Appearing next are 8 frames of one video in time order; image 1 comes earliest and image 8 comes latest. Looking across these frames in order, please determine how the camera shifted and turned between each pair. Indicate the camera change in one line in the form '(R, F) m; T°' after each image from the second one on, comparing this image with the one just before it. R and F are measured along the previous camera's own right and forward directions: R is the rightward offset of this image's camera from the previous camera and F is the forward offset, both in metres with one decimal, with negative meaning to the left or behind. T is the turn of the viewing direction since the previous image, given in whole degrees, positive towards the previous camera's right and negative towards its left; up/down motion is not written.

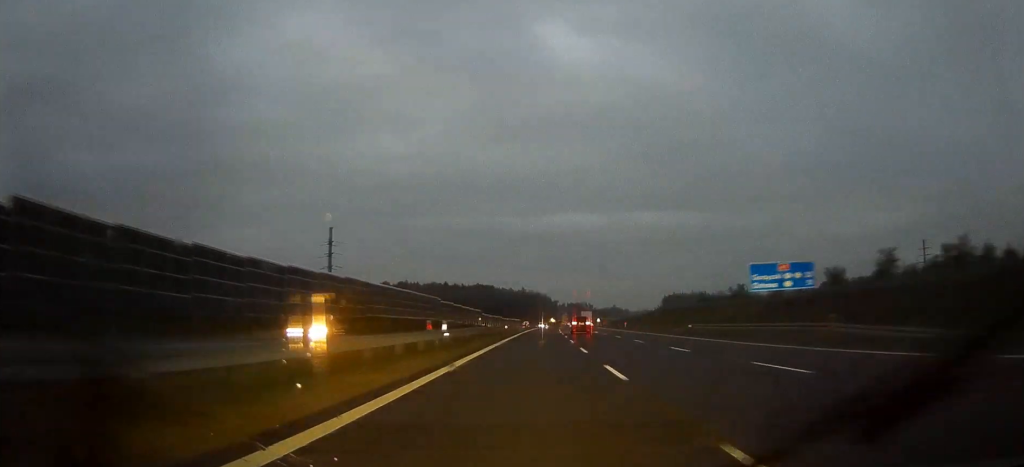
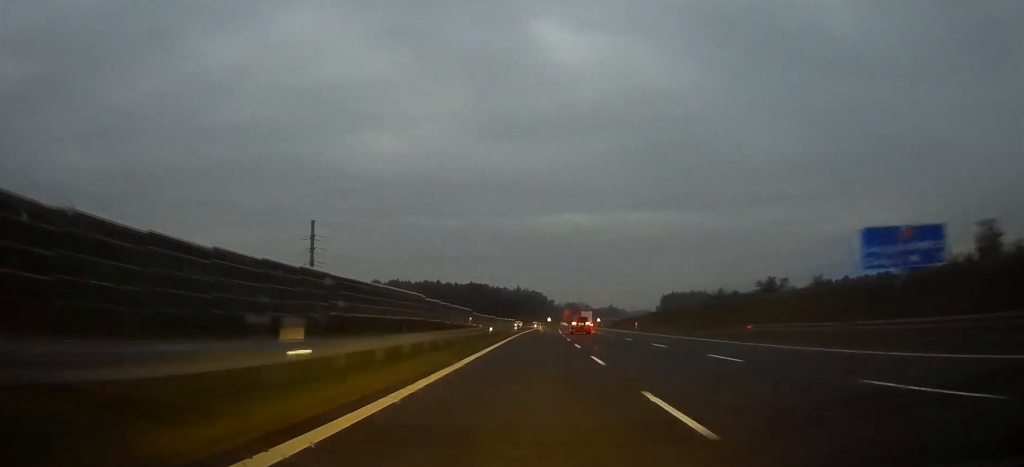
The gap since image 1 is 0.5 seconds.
(+0.1, +18.9) m; 0°
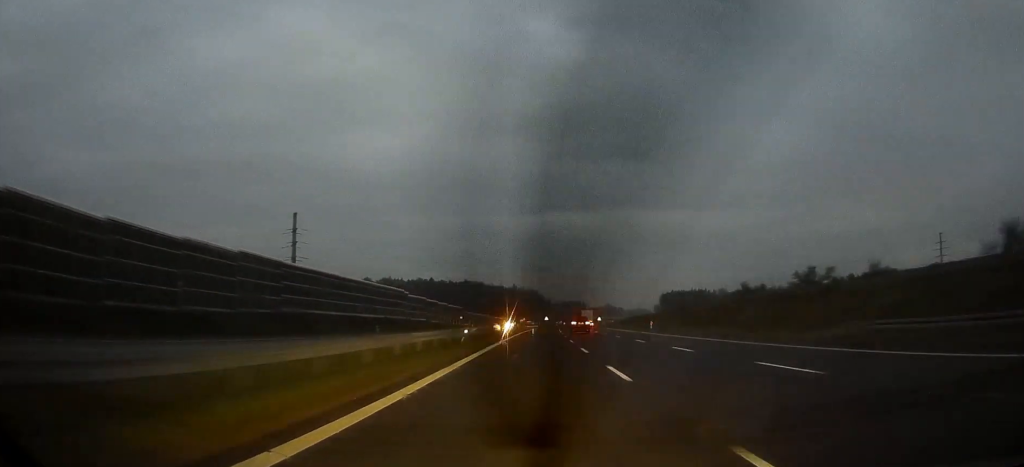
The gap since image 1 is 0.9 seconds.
(0.0, +17.6) m; 0°
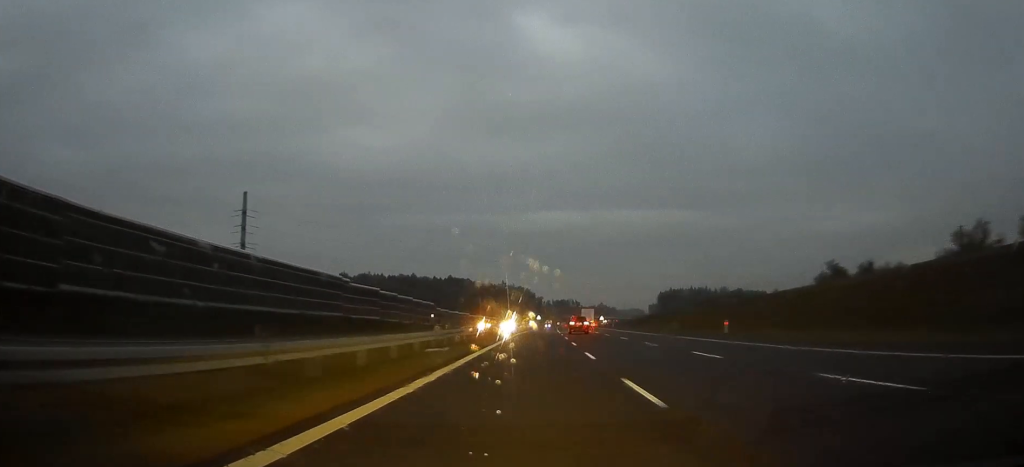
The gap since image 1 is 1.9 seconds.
(0.0, +40.5) m; 0°
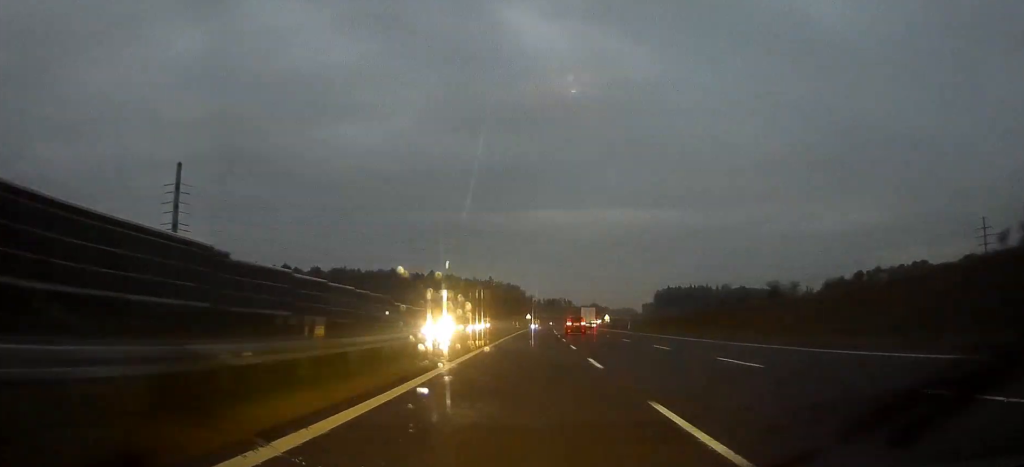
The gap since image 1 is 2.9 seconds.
(+0.1, +40.5) m; +1°
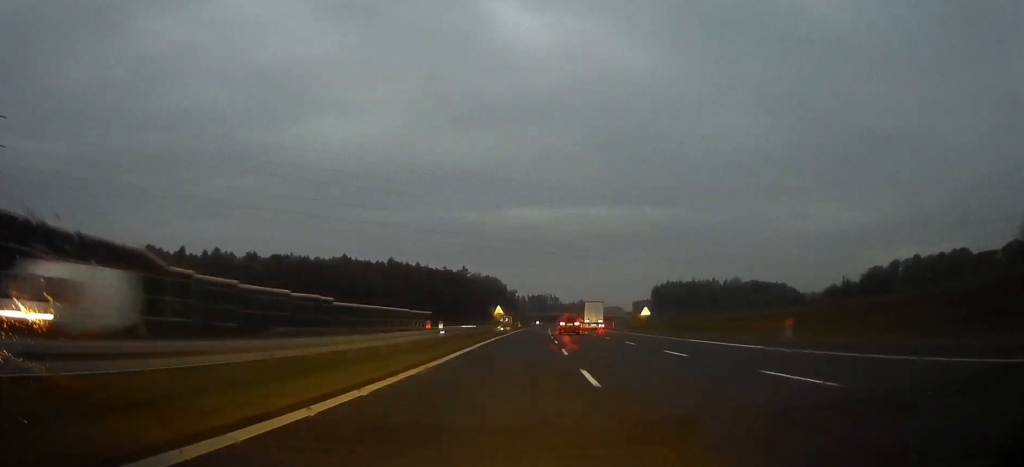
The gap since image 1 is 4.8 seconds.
(+1.2, +77.9) m; +1°
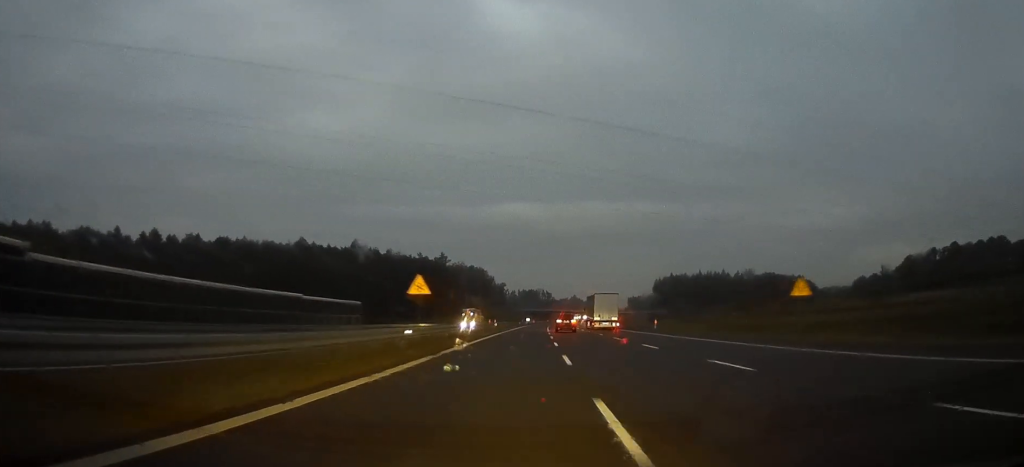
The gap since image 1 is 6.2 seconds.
(+0.7, +55.9) m; +2°
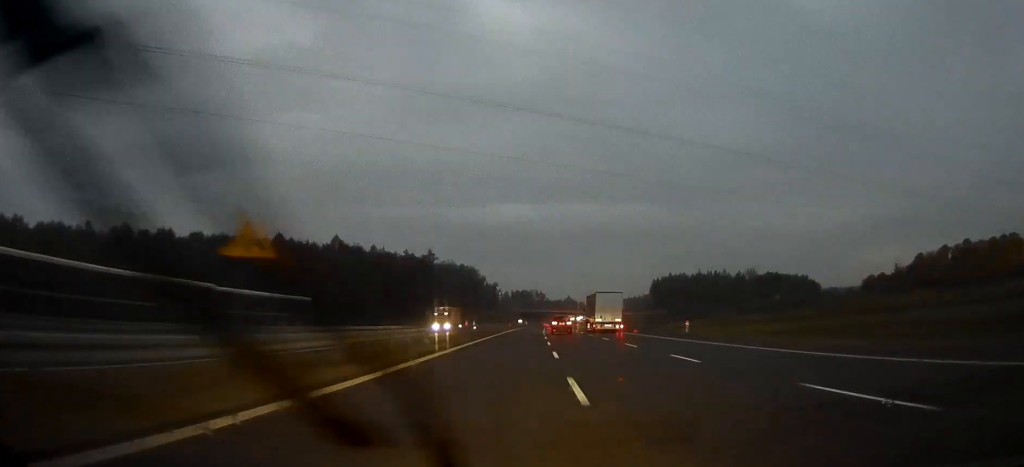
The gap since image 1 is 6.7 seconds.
(+0.1, +19.9) m; 0°
